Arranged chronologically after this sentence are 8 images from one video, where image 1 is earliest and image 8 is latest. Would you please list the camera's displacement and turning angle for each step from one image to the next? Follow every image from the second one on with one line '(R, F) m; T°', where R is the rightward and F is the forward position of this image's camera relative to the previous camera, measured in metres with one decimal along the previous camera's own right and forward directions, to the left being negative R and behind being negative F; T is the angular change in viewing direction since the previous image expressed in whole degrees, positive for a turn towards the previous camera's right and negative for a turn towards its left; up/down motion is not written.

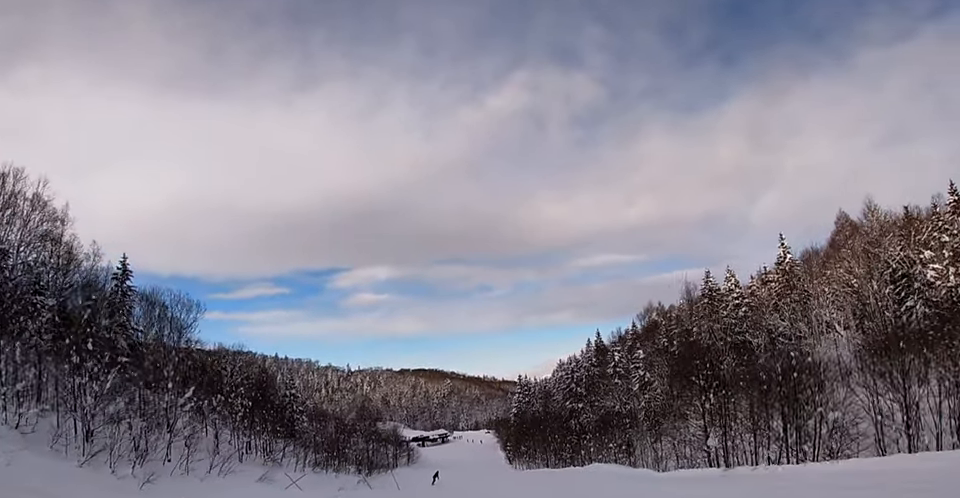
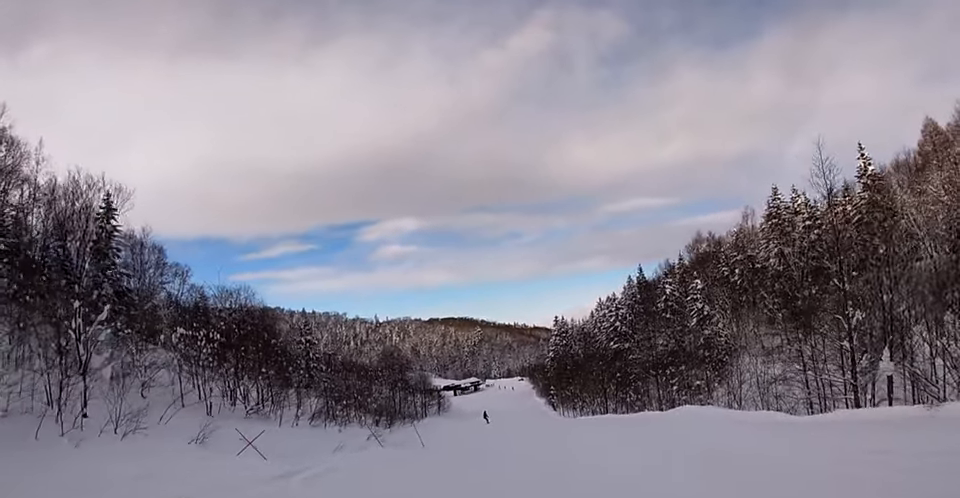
(+0.2, +10.4) m; 0°
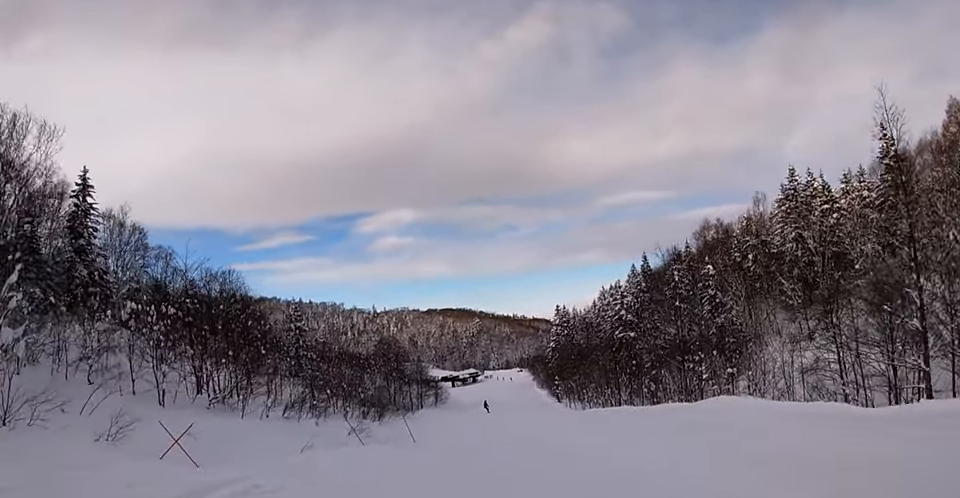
(-0.3, +4.3) m; 0°
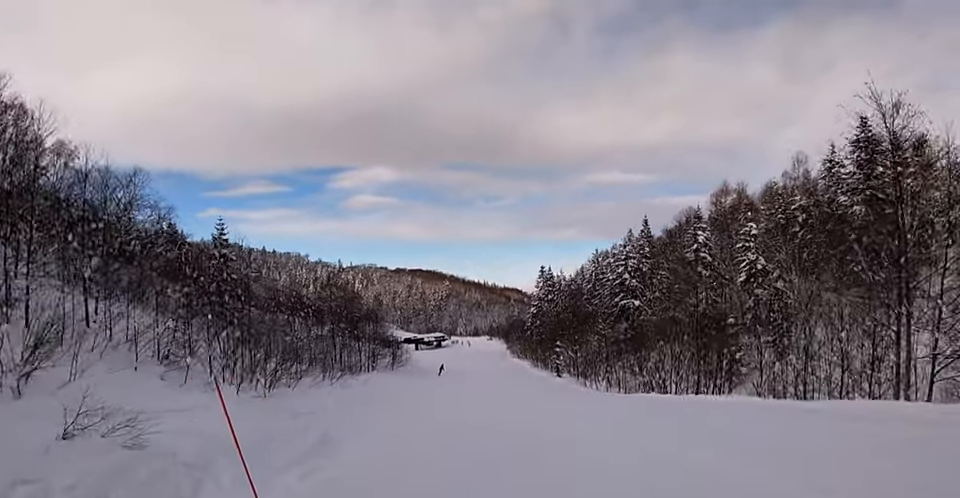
(+0.2, +17.7) m; +3°
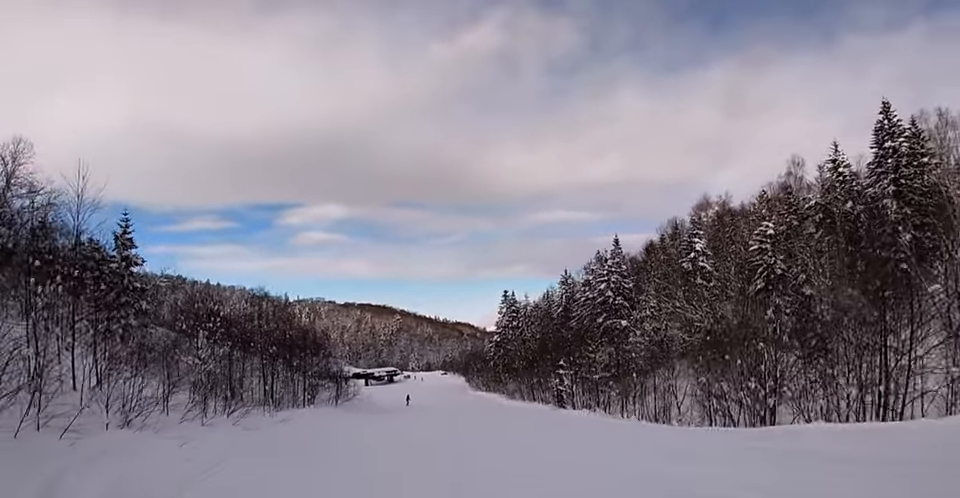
(+1.2, +13.0) m; +5°
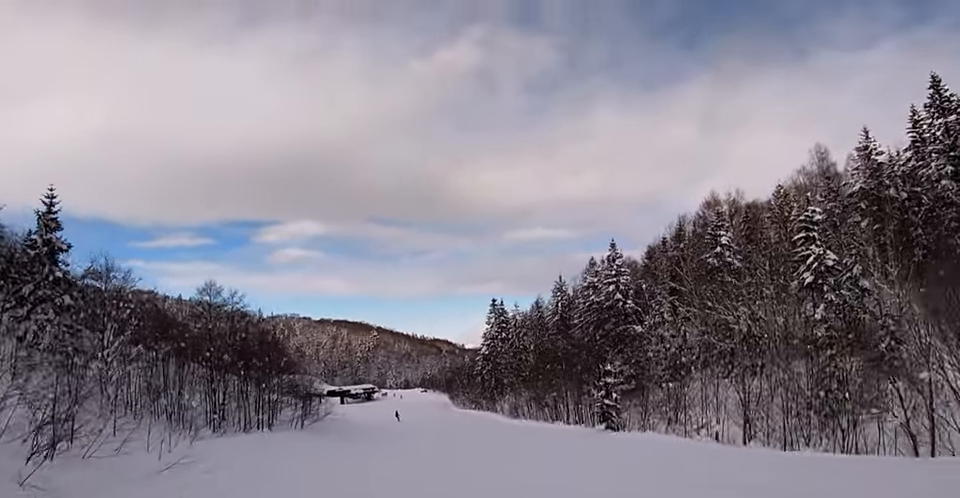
(0.0, +9.9) m; 0°
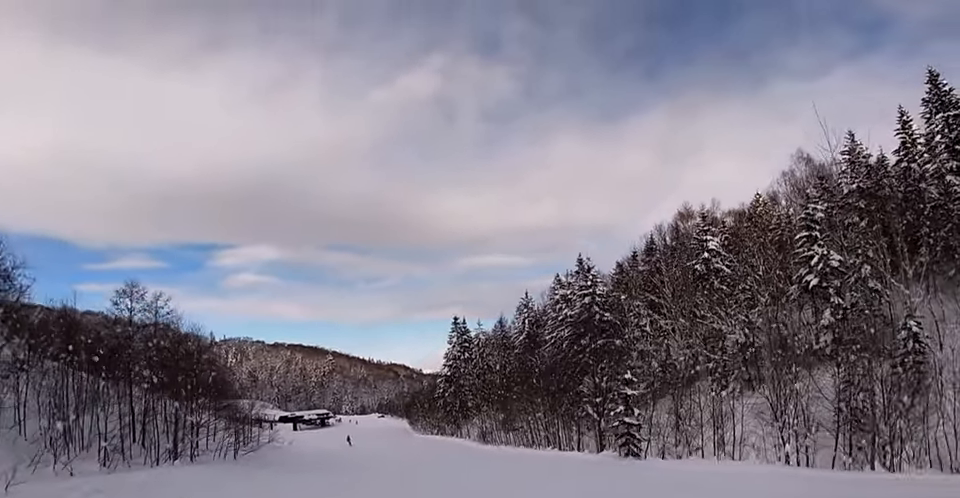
(0.0, +6.4) m; 0°
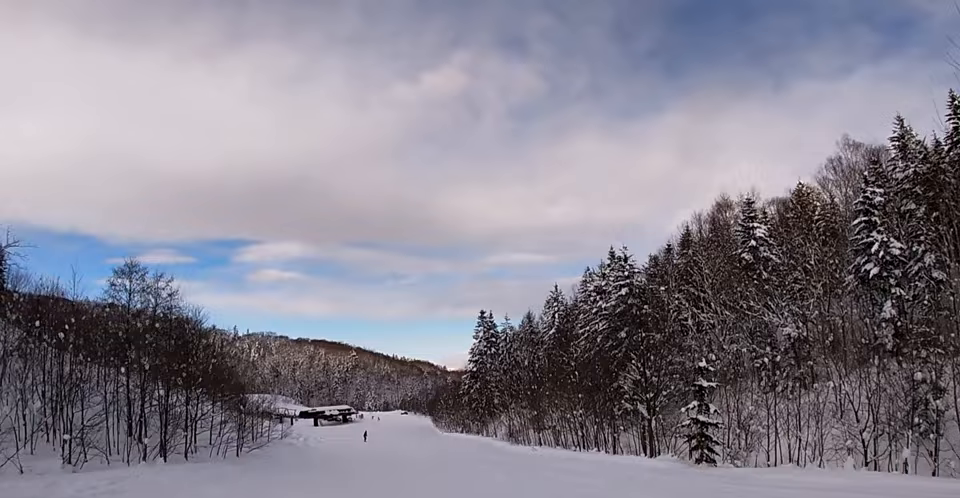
(0.0, +3.7) m; 0°
